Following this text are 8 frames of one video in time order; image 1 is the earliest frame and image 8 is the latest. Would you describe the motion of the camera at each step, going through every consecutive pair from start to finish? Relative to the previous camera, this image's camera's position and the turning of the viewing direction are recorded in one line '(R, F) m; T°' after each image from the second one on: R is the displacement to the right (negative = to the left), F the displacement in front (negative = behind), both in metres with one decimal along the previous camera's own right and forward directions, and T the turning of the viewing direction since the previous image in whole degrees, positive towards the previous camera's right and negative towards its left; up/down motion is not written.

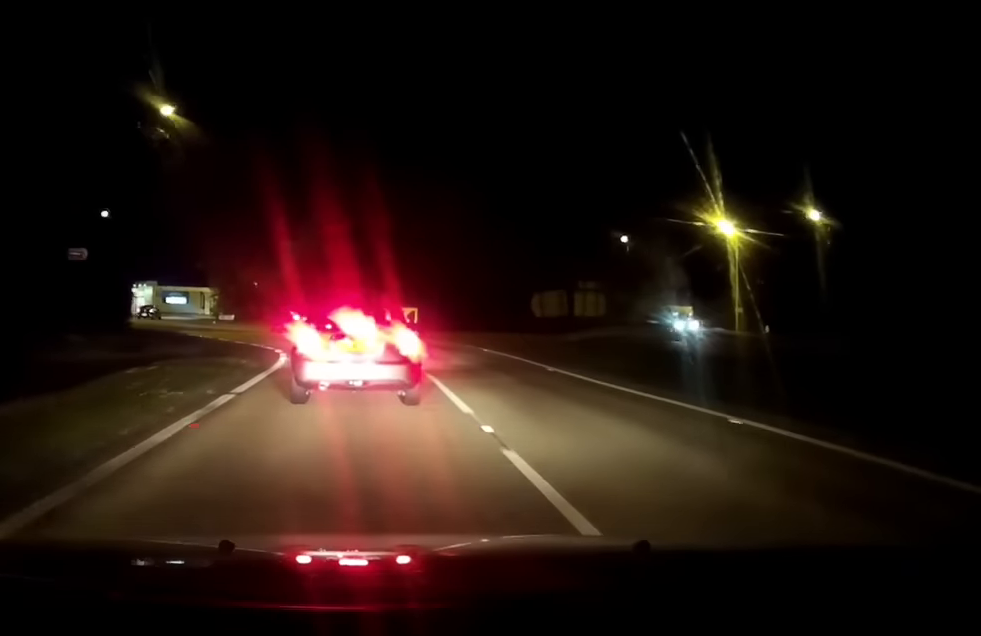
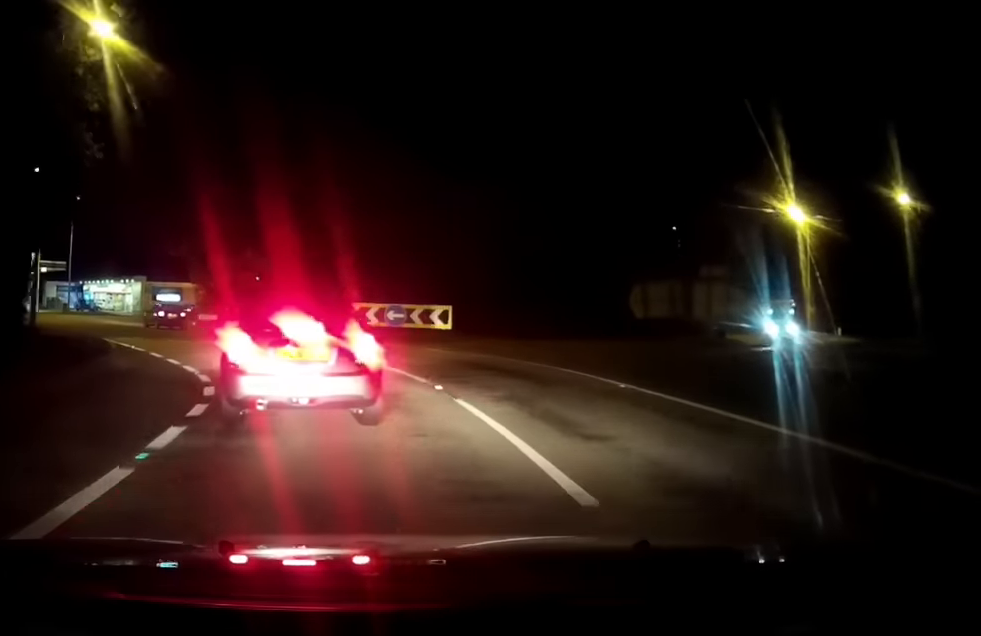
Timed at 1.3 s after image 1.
(-0.3, +13.1) m; -3°
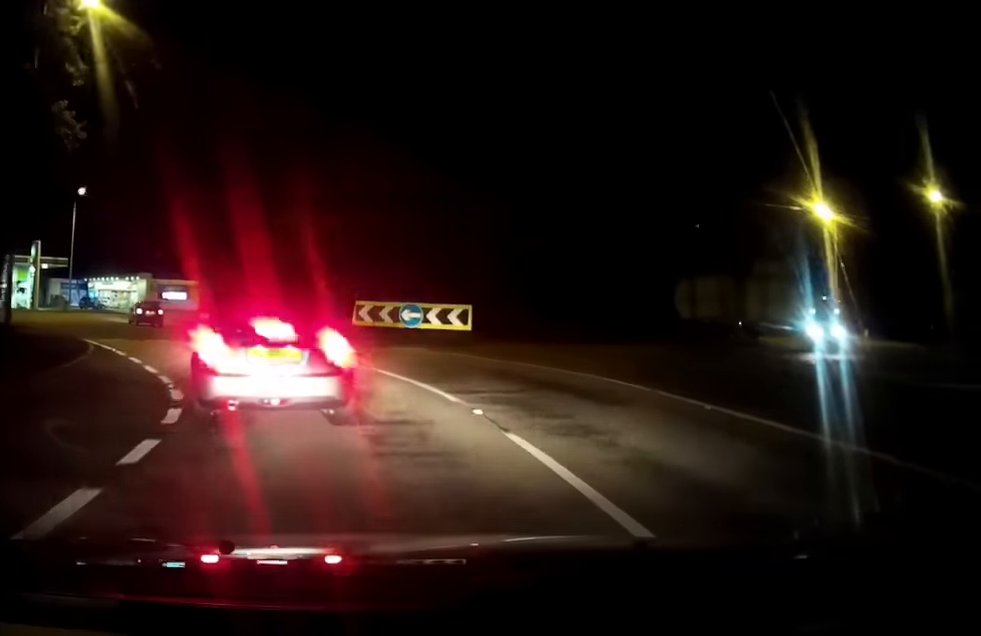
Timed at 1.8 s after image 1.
(0.0, +3.7) m; -1°
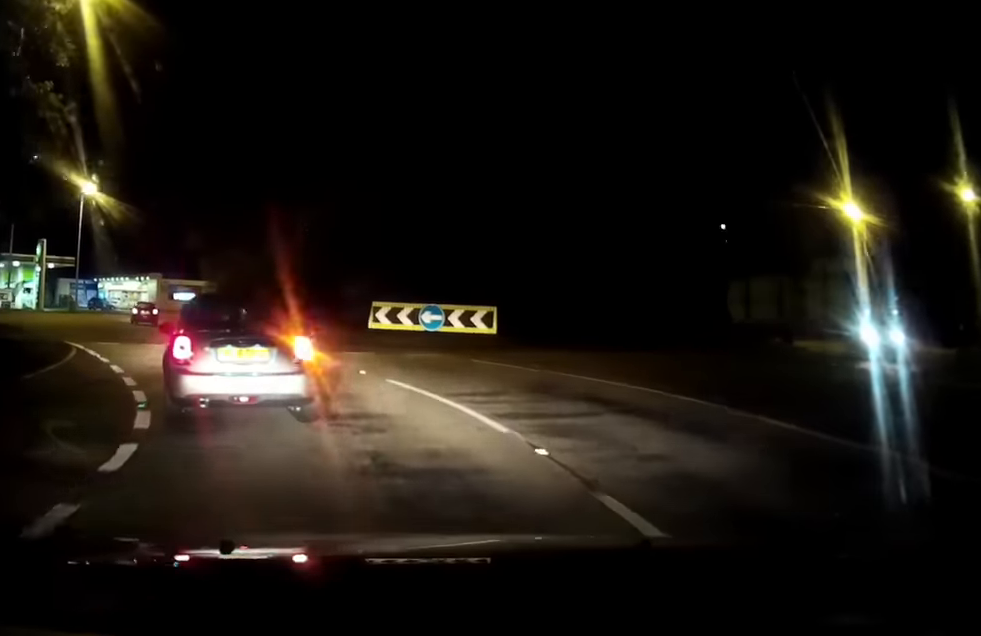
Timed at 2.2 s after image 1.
(0.0, +3.2) m; -3°
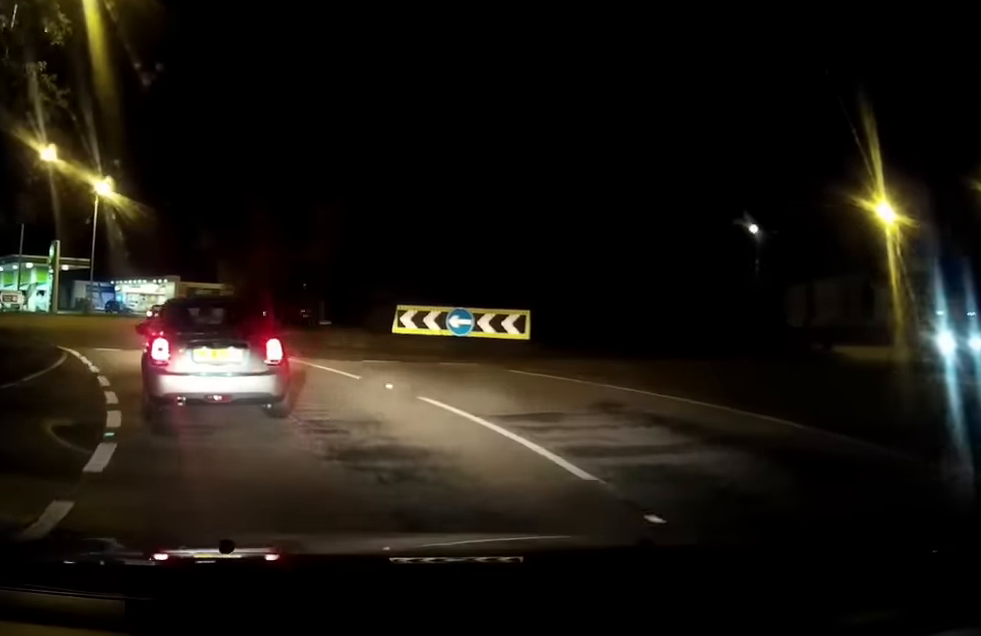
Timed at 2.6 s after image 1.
(+0.2, +2.9) m; -2°
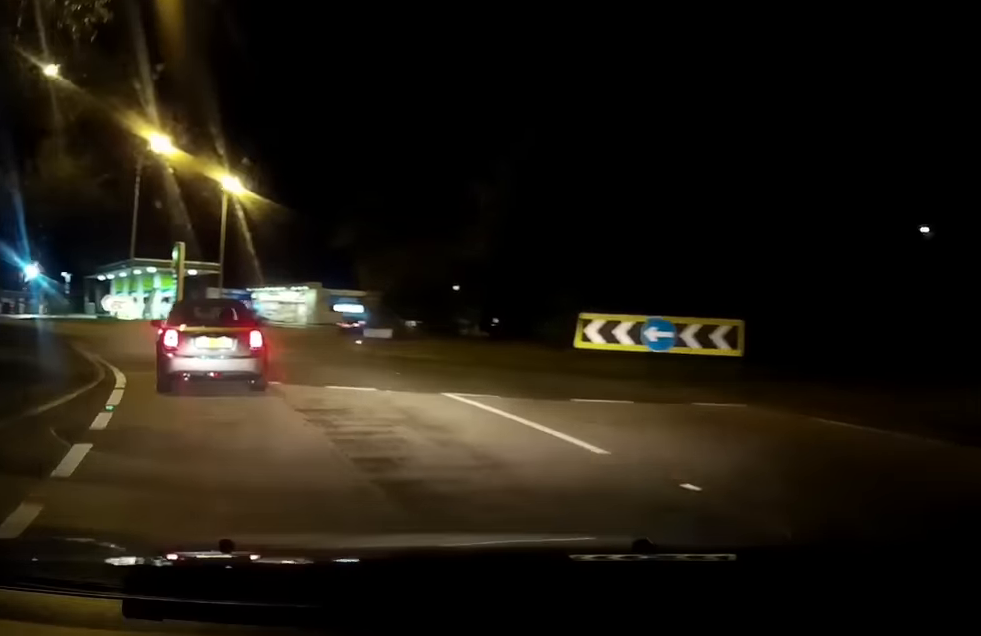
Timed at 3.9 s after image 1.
(-1.1, +7.8) m; -12°
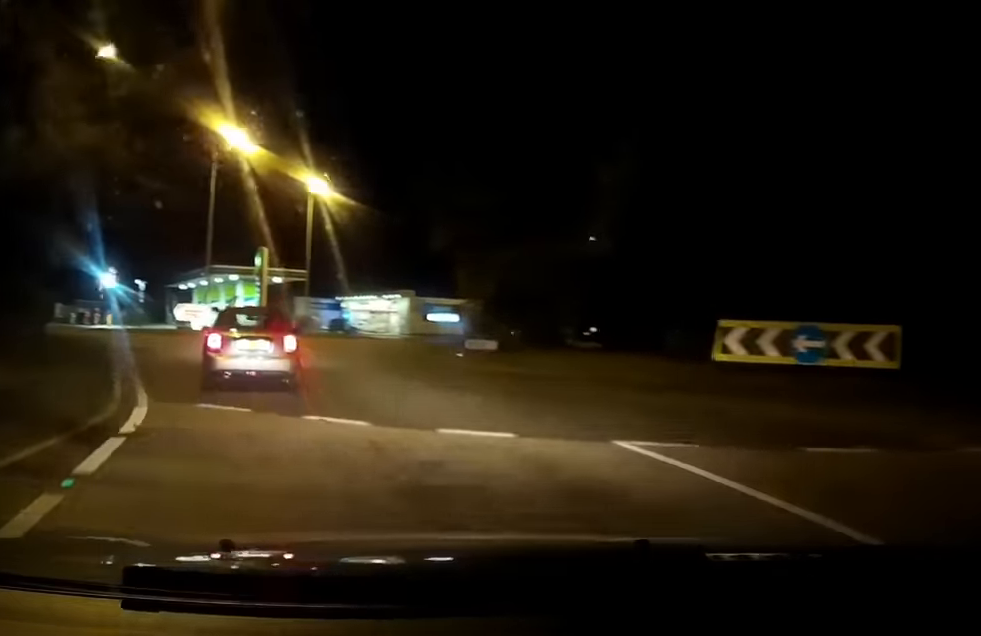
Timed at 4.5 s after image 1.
(0.0, +3.9) m; -5°
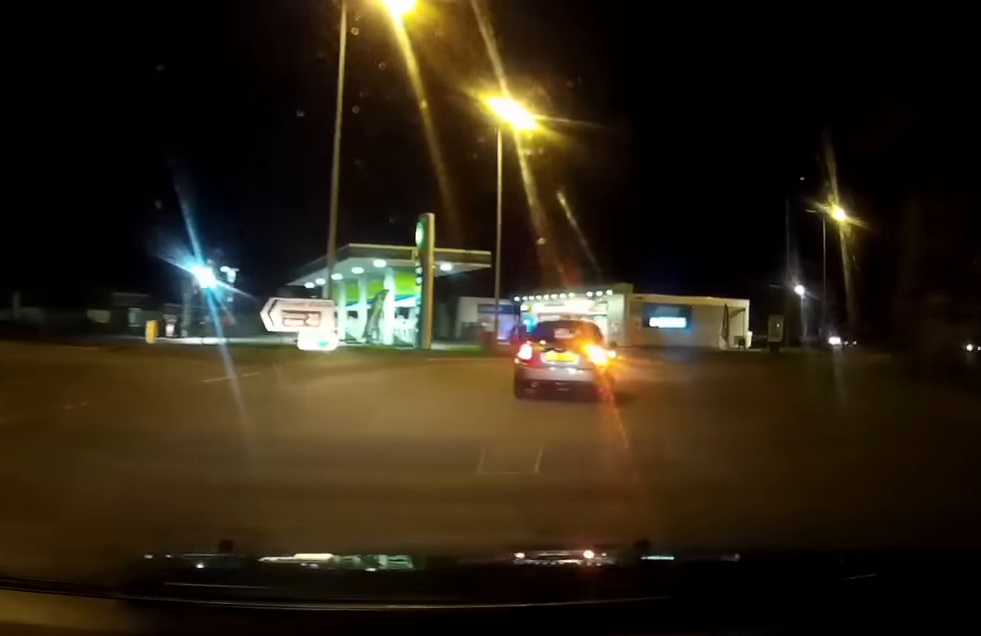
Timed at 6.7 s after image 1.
(-1.4, +19.8) m; 0°
